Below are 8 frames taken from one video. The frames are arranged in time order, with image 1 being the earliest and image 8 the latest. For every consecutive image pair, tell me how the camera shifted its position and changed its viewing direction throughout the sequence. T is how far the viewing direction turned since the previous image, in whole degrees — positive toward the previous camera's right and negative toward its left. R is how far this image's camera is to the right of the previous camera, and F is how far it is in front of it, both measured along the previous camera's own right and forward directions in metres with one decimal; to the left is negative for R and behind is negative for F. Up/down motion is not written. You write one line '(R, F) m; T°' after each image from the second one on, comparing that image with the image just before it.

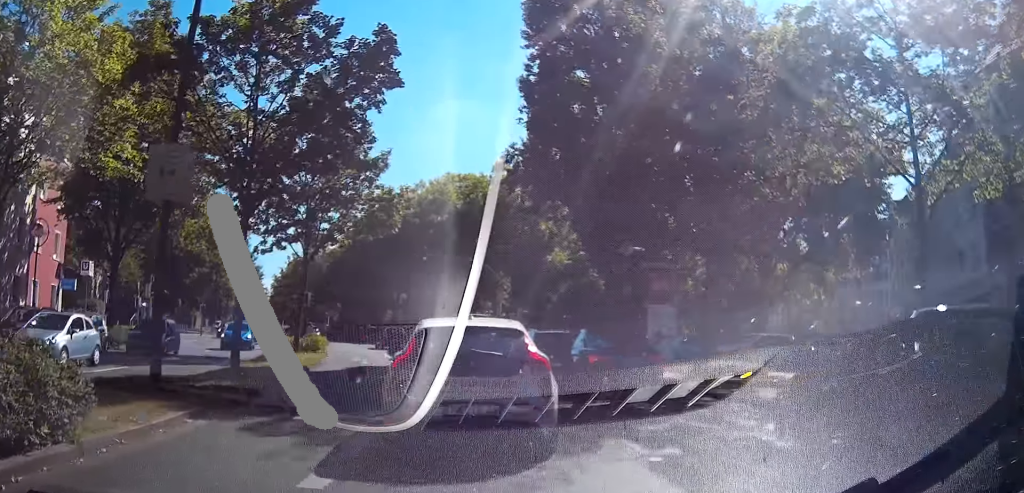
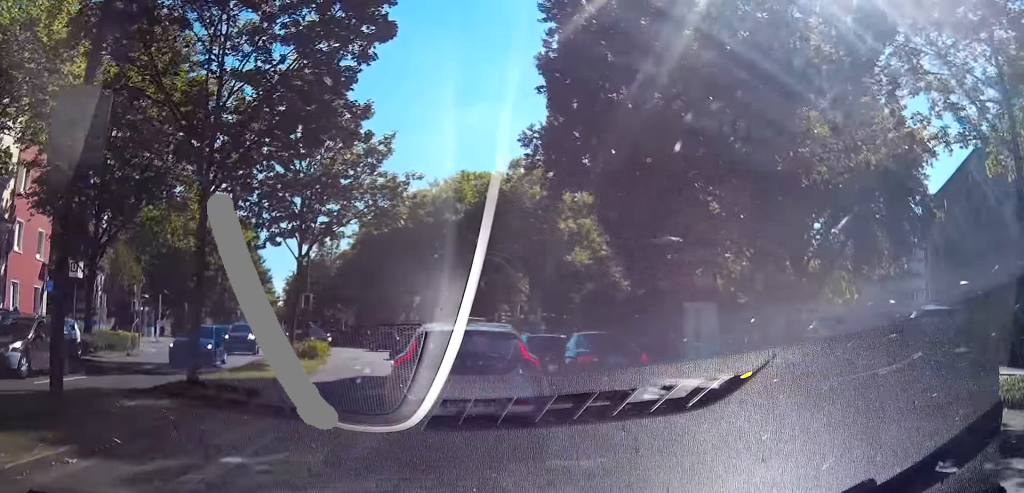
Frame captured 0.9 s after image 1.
(+0.1, +3.5) m; -2°
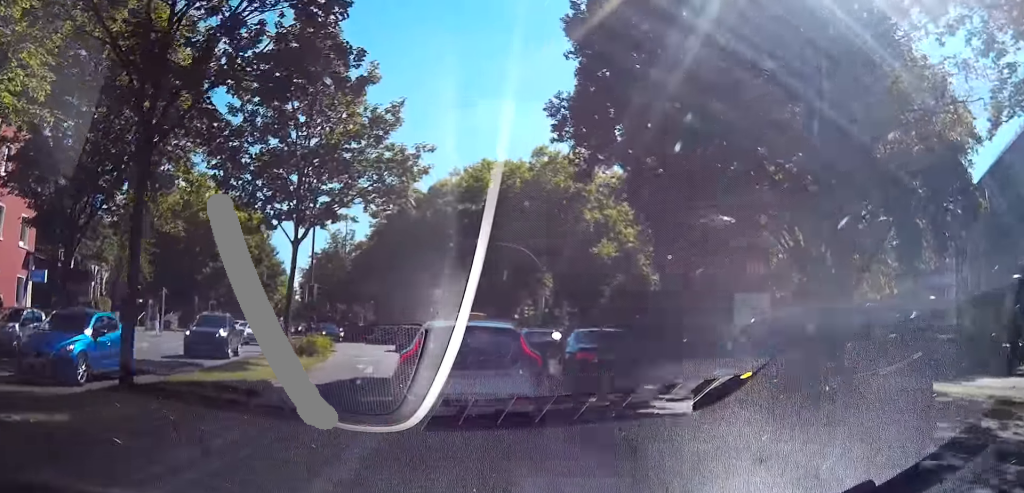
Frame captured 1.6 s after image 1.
(-0.2, +3.7) m; -4°
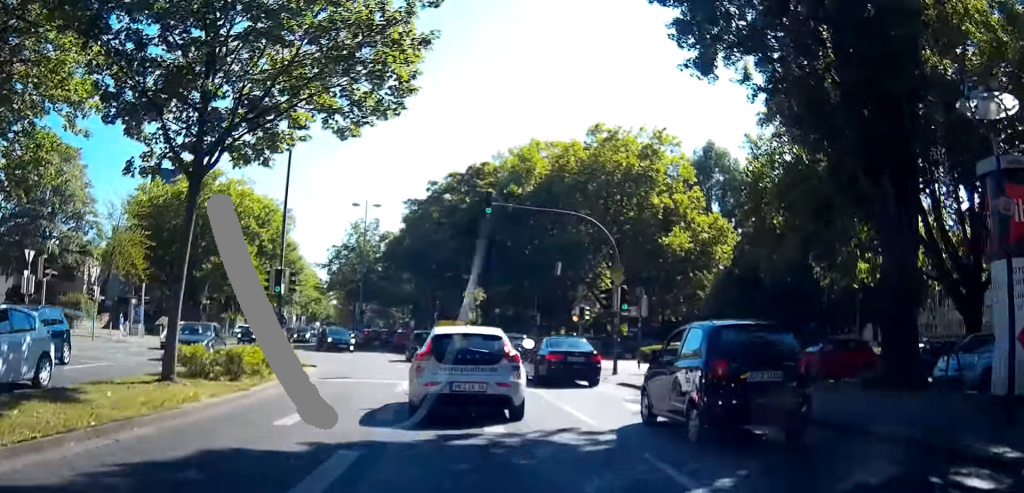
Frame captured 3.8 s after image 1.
(-0.7, +15.6) m; -7°
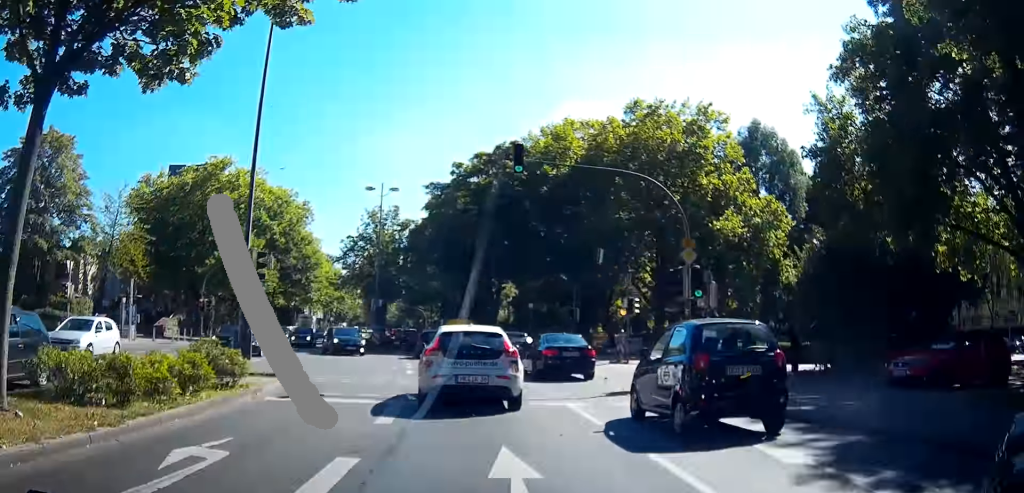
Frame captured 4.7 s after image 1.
(-0.4, +8.4) m; -3°
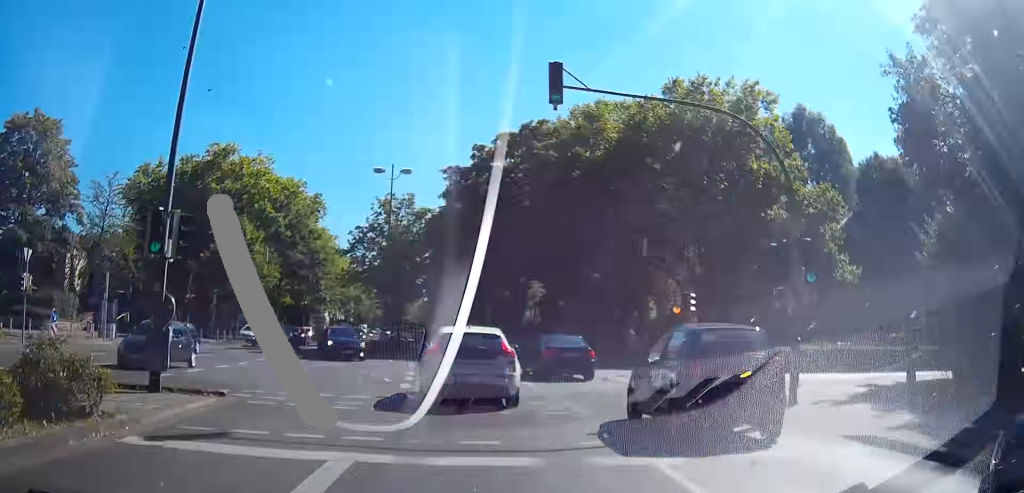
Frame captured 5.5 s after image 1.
(-0.1, +8.3) m; -1°
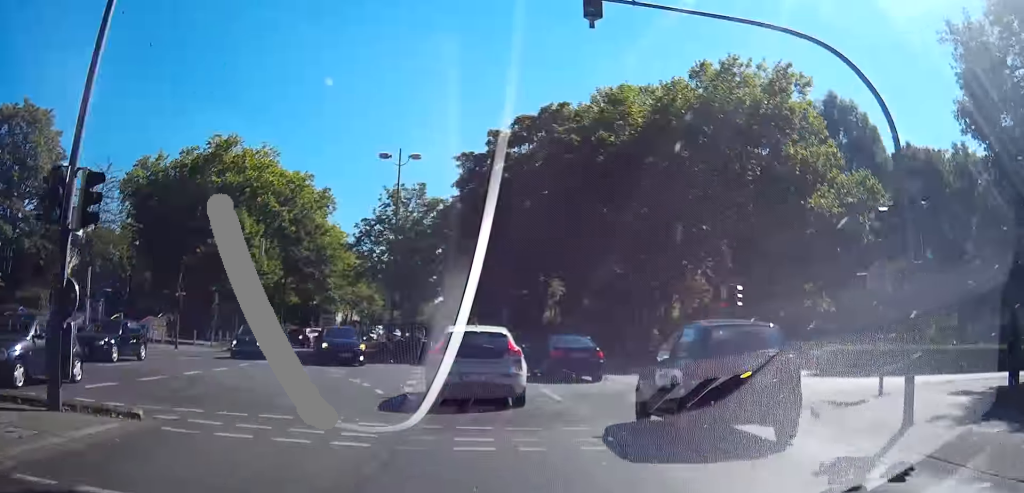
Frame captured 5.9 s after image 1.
(0.0, +4.7) m; 0°
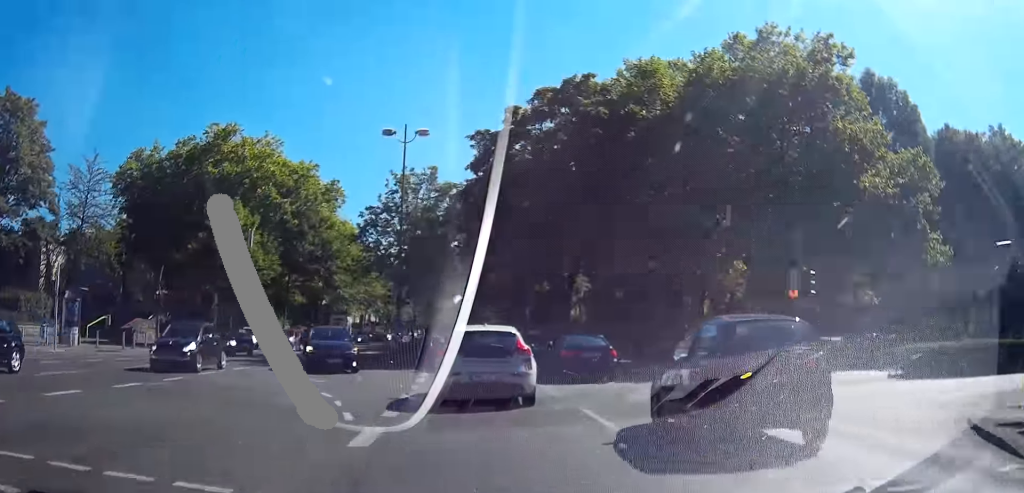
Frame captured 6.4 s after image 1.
(0.0, +5.5) m; 0°
